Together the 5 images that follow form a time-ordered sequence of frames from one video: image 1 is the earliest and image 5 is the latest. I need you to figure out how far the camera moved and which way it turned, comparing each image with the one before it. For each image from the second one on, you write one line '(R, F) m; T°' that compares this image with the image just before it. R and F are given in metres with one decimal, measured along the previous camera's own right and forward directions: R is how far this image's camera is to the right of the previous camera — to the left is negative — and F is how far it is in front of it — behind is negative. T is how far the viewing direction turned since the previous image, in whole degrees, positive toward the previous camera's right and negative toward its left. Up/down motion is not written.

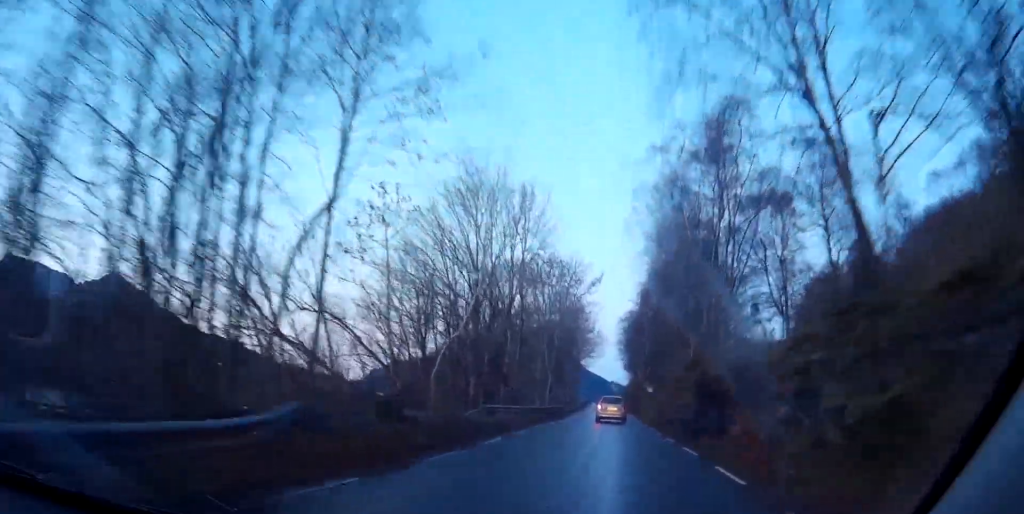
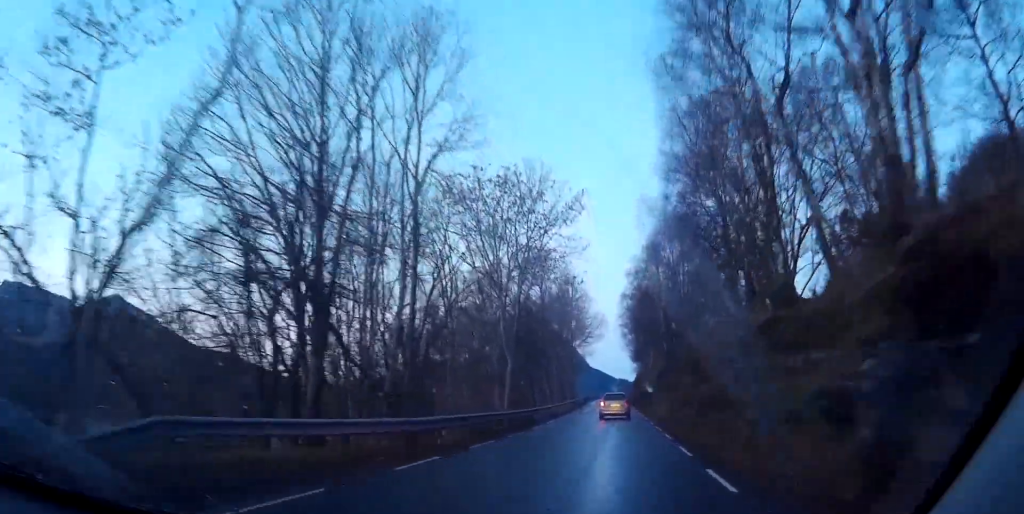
(-0.3, +22.9) m; 0°
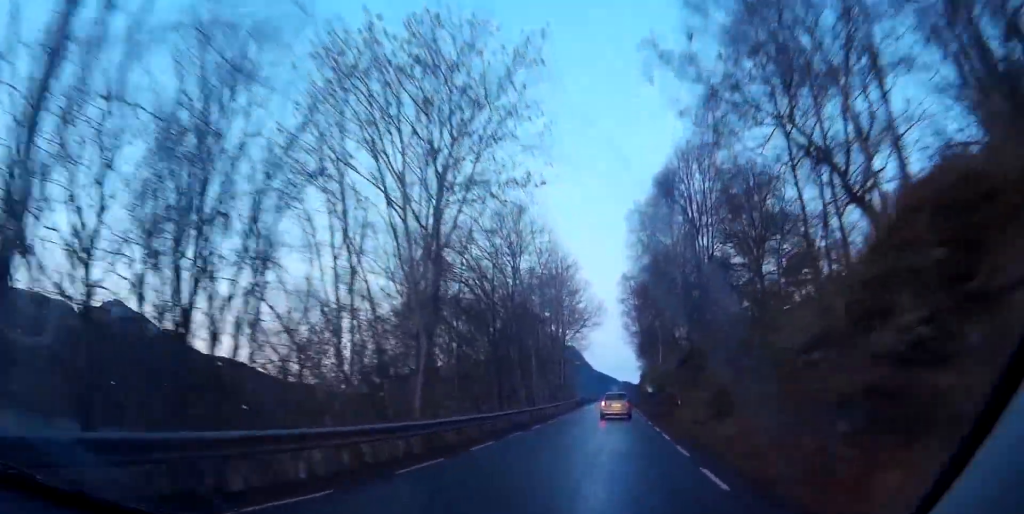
(+0.2, +16.5) m; +2°
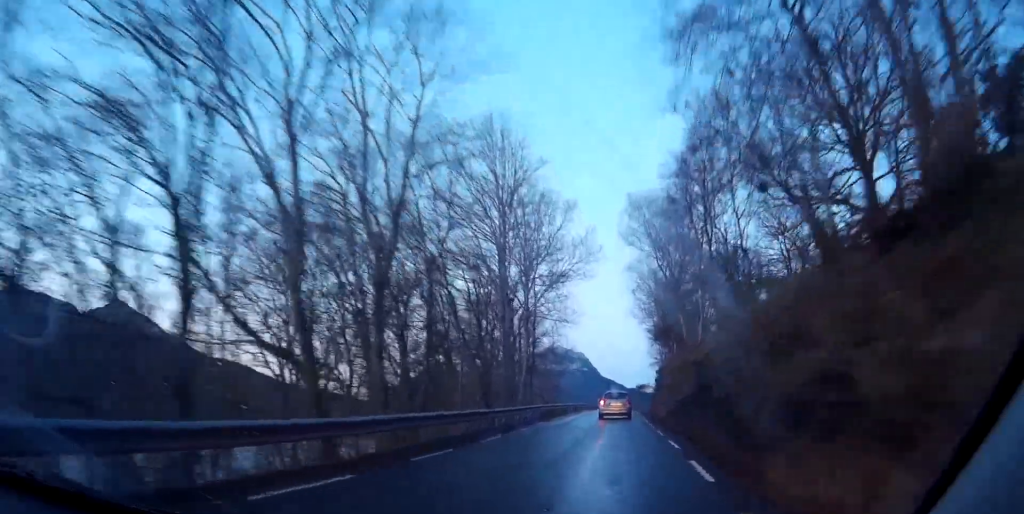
(+0.7, +33.5) m; +1°
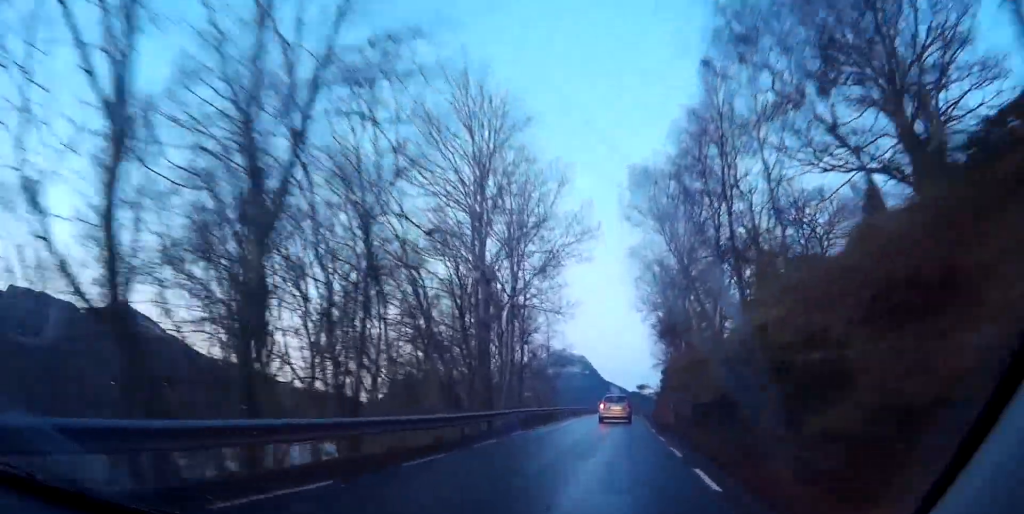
(0.0, +6.6) m; 0°
